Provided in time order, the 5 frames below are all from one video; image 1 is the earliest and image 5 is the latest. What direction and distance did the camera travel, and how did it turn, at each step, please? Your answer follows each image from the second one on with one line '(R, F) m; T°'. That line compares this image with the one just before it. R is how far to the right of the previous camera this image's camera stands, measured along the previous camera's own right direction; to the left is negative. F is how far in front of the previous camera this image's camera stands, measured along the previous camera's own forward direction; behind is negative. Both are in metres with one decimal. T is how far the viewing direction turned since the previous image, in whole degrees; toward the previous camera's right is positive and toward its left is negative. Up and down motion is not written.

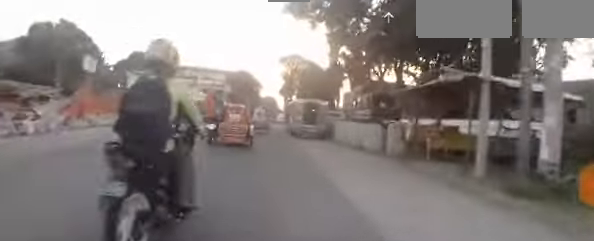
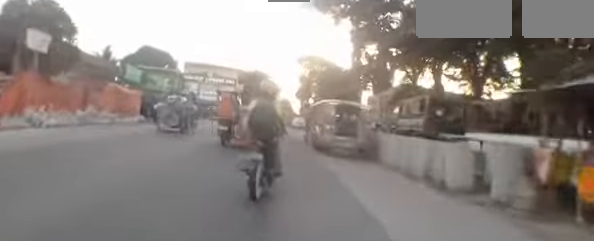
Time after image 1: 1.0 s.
(+0.2, +4.9) m; +2°
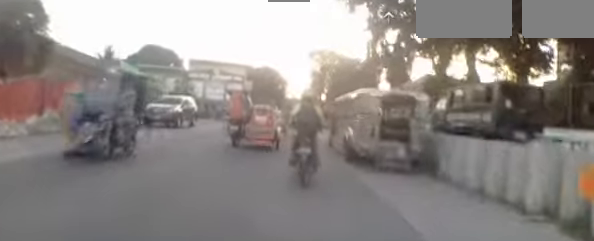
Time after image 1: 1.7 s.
(+0.2, +3.5) m; 0°
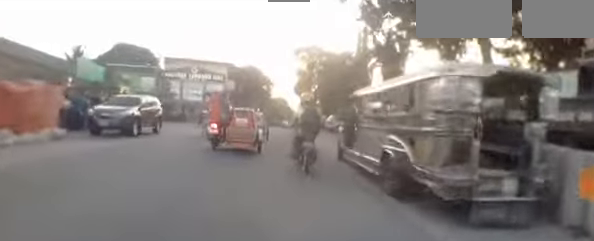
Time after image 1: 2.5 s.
(-0.3, +4.0) m; 0°
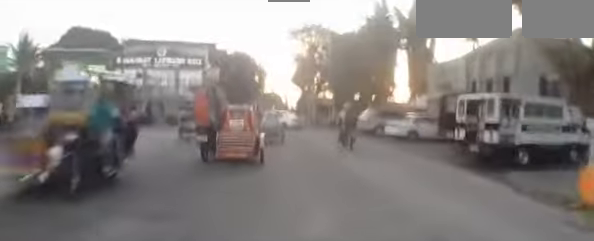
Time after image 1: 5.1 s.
(+2.1, +10.3) m; +11°
